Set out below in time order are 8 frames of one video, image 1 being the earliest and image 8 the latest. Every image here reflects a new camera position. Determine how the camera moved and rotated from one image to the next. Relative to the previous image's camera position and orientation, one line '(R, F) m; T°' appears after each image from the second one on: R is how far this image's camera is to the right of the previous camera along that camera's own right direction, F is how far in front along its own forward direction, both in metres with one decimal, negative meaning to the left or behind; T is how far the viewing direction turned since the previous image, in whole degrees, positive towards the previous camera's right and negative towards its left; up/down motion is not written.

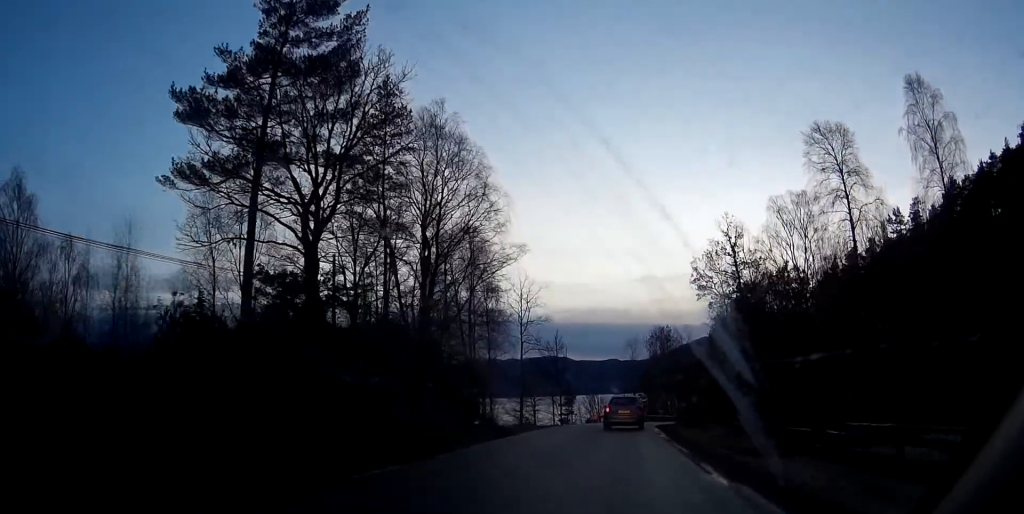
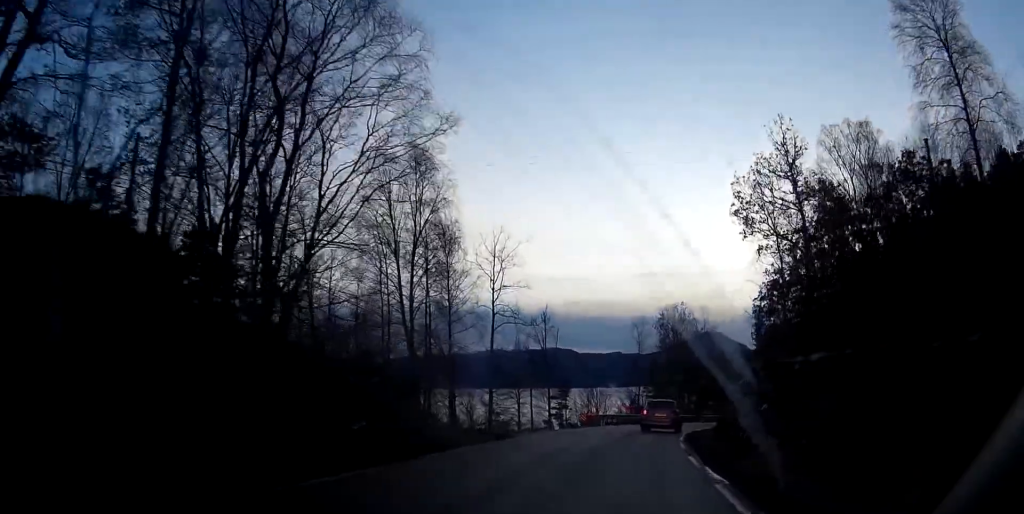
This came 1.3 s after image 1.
(-0.3, +20.7) m; 0°
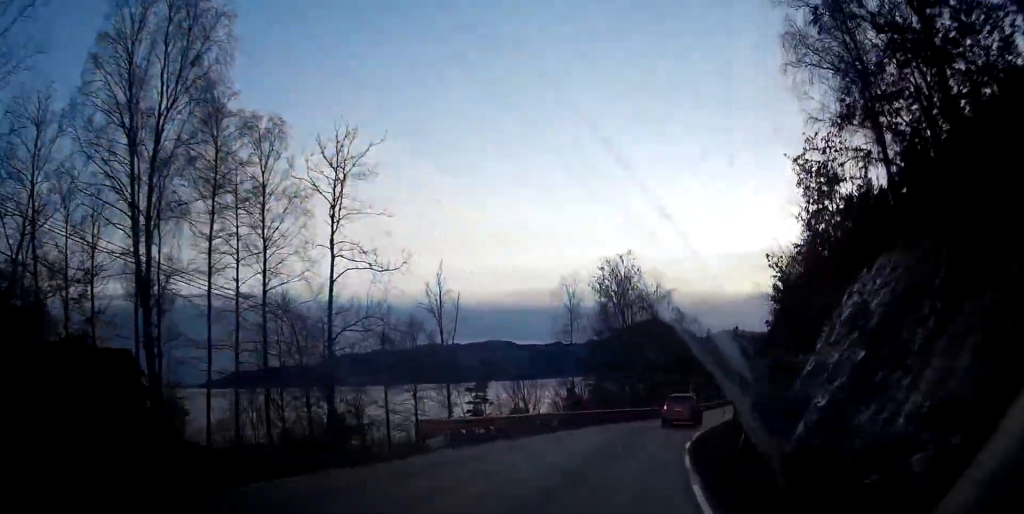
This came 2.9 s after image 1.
(+0.6, +24.3) m; +4°
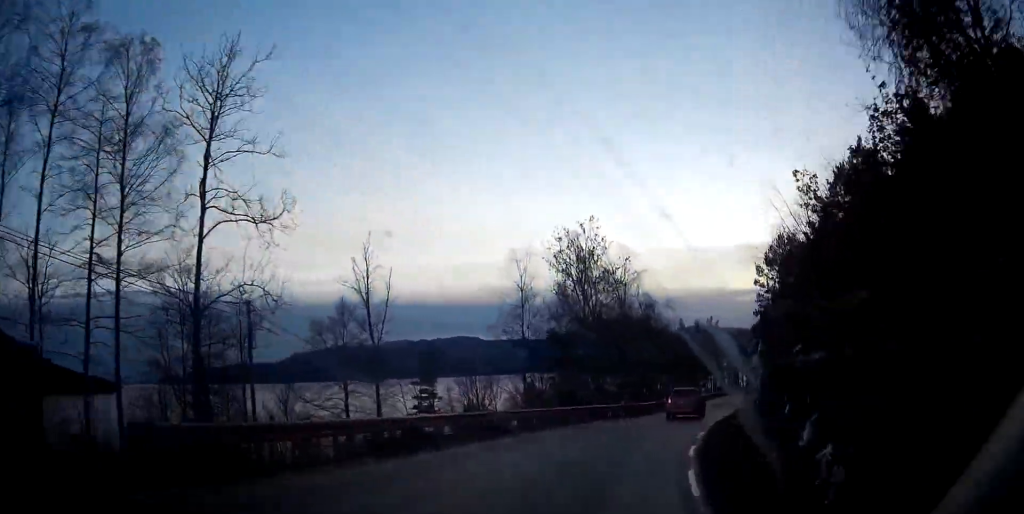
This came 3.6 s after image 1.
(+0.3, +10.5) m; +2°
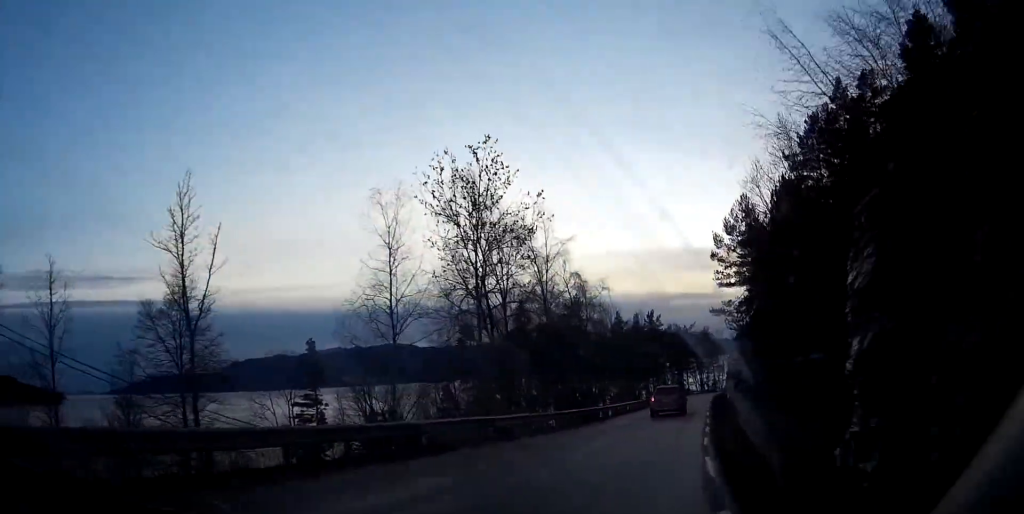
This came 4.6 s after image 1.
(+0.5, +16.8) m; +3°
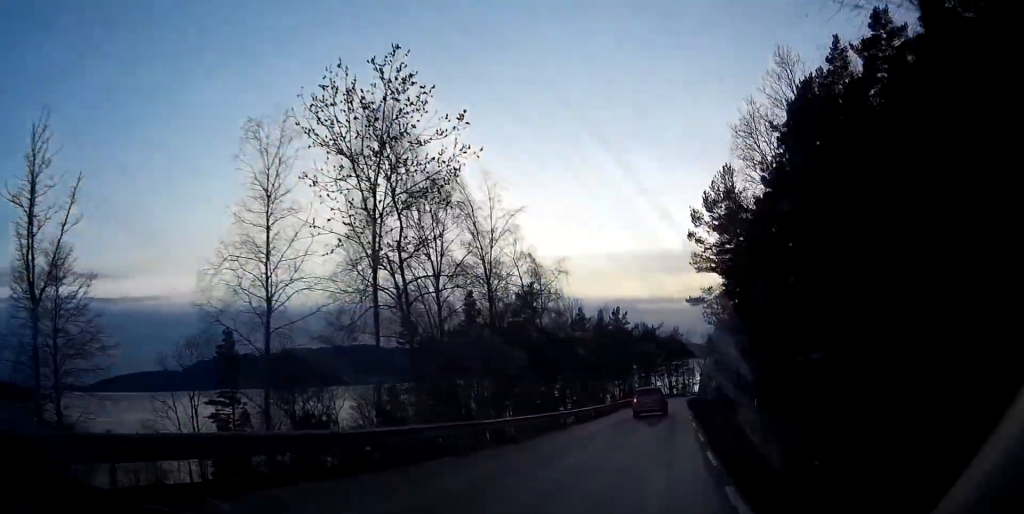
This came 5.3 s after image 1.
(+0.2, +10.1) m; +2°
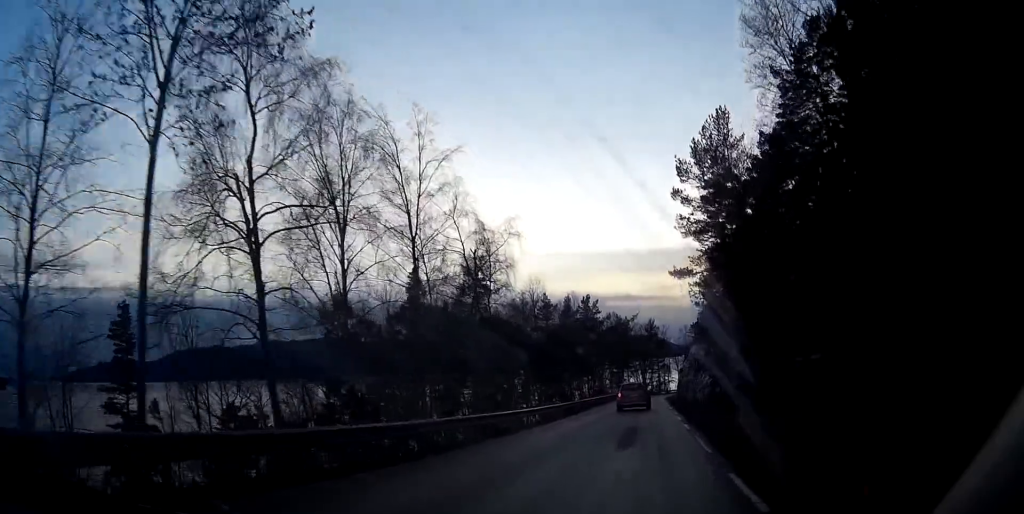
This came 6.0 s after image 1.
(+0.2, +11.8) m; +2°
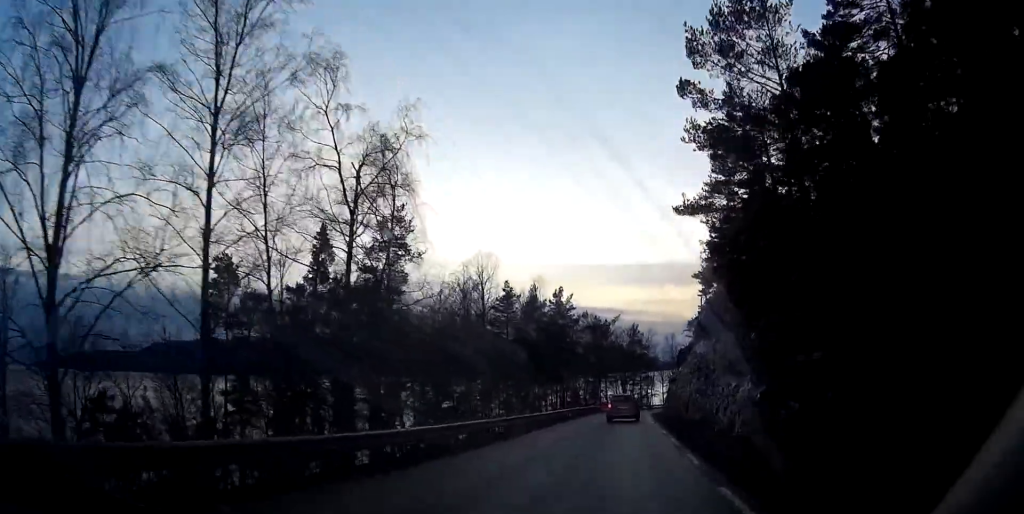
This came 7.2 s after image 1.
(+0.5, +18.8) m; +2°
